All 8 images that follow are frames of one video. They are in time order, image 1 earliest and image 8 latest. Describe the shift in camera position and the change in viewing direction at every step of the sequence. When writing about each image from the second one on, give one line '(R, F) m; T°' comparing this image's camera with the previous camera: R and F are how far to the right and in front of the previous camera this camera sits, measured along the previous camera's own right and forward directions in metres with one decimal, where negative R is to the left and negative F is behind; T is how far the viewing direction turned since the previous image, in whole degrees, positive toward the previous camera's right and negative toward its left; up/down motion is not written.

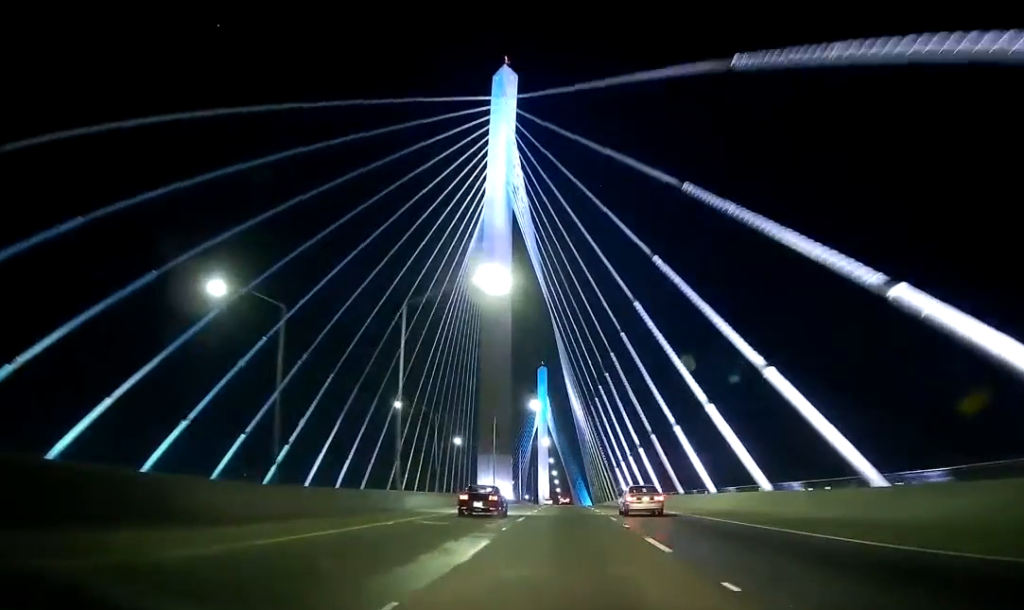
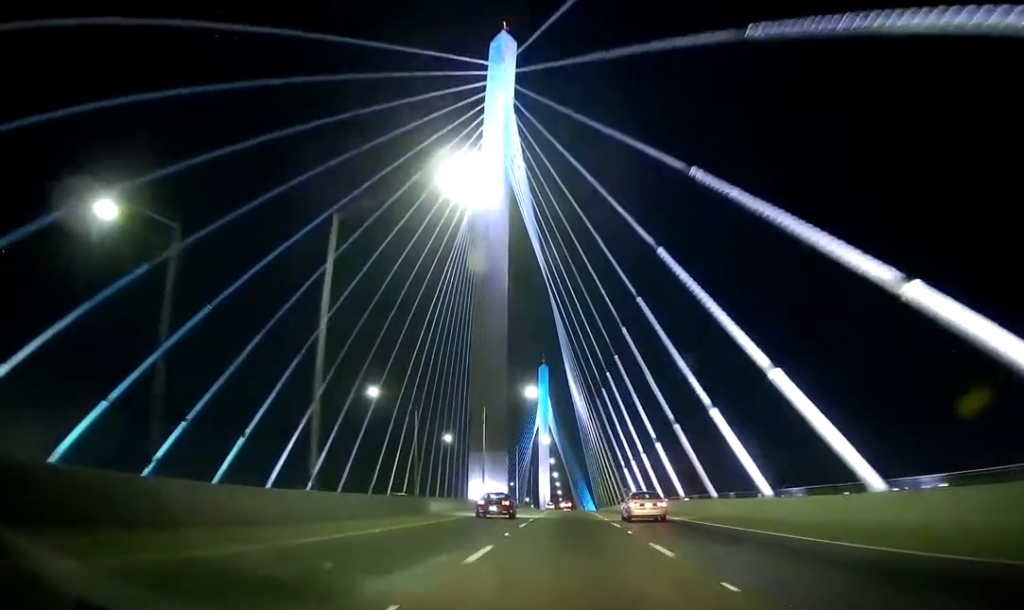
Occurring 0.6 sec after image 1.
(+0.2, +15.2) m; 0°
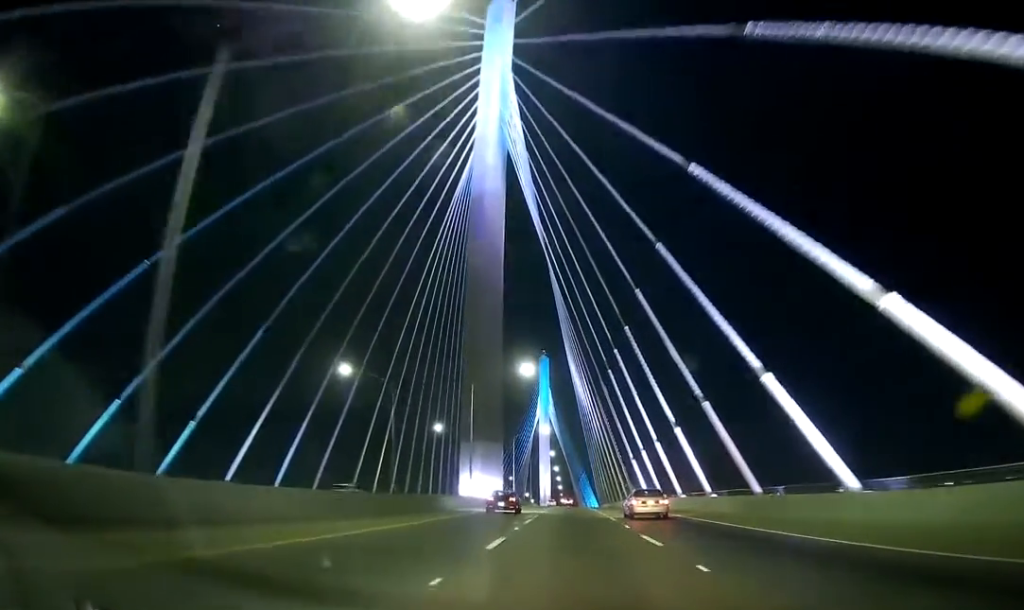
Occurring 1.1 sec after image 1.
(+0.1, +12.0) m; 0°
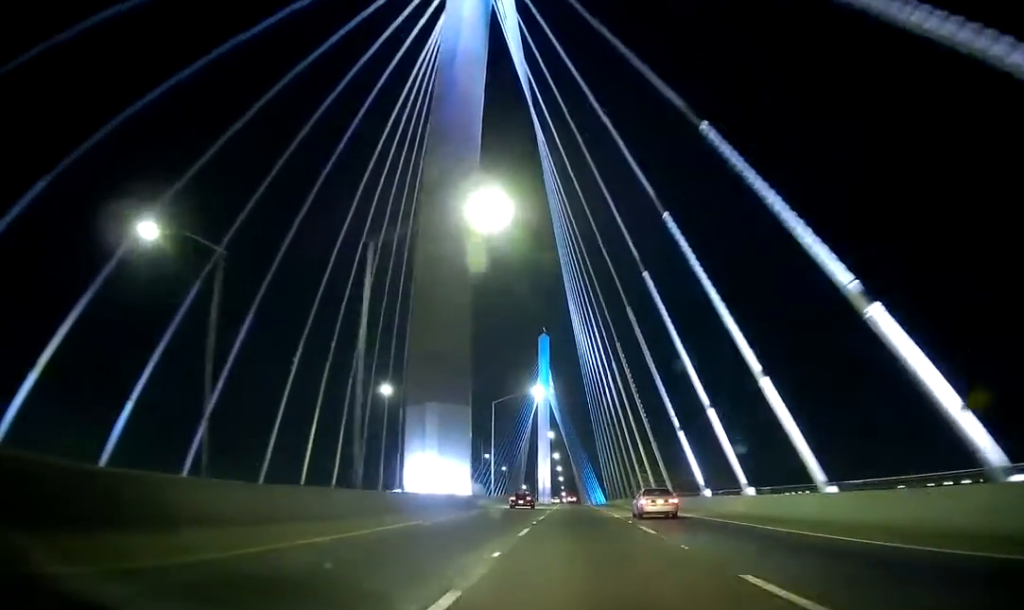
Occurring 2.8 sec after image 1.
(-0.4, +39.8) m; -1°
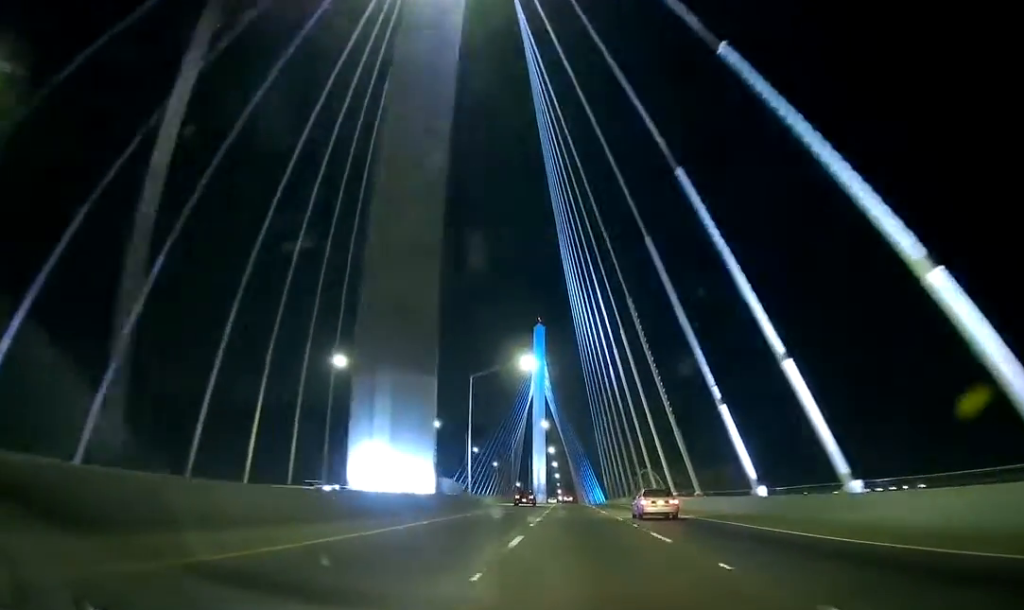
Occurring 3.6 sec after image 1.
(-0.1, +17.3) m; 0°
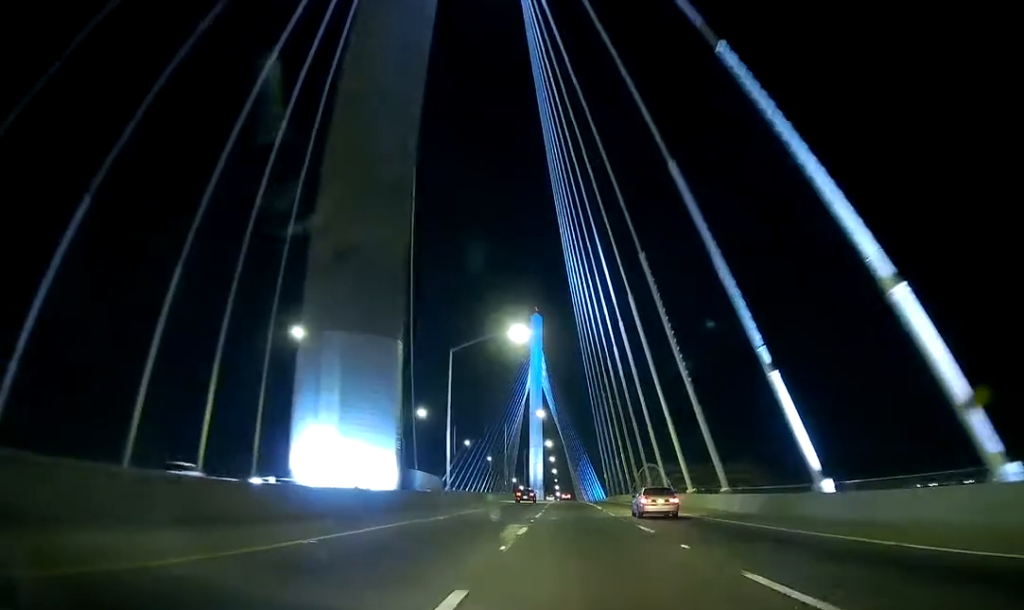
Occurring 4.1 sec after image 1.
(-0.1, +11.8) m; 0°
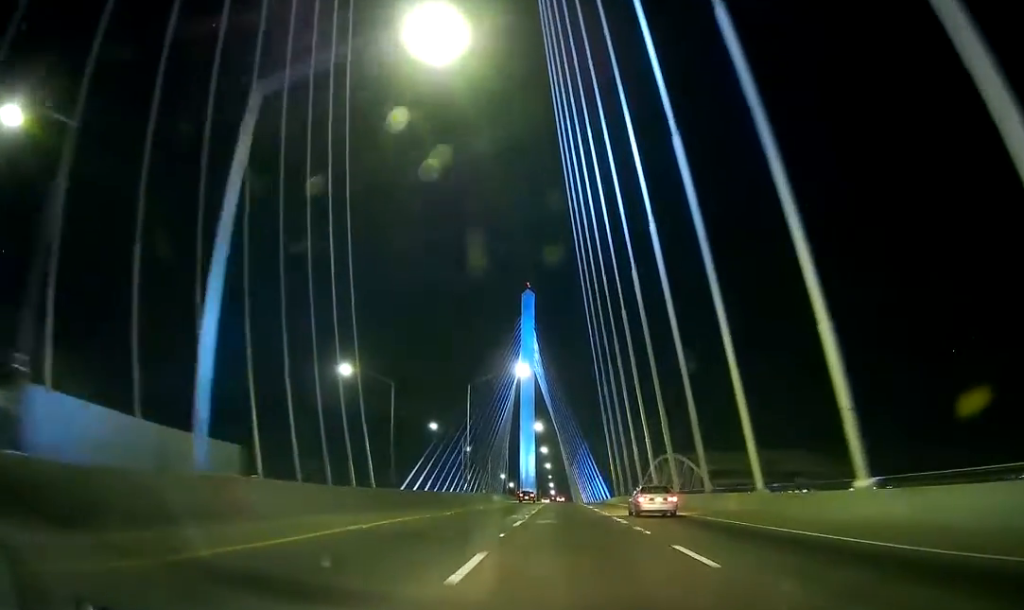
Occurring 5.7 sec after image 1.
(+0.6, +39.1) m; +1°
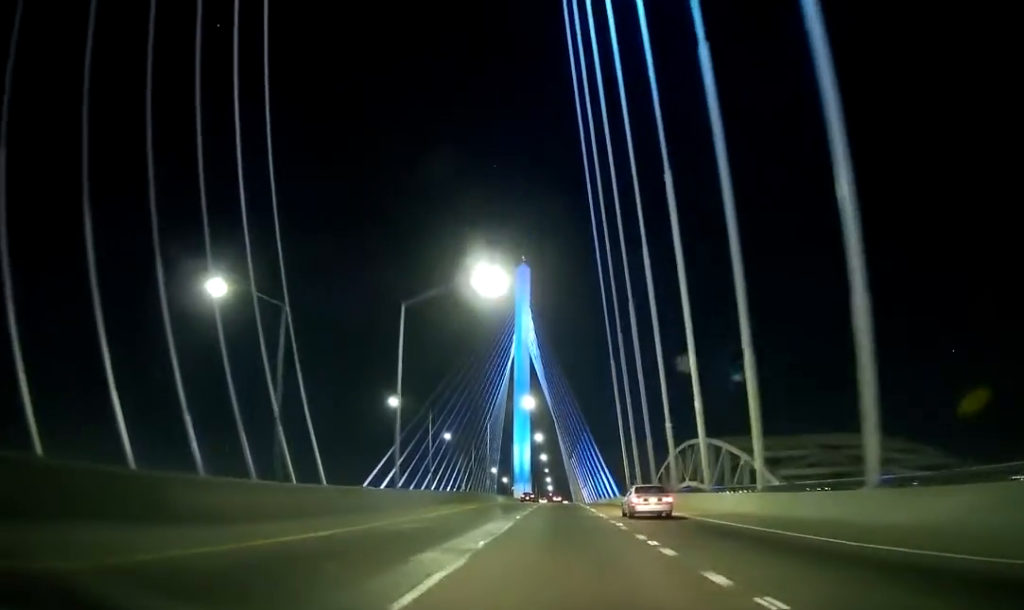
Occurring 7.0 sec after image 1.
(+0.2, +30.6) m; 0°
